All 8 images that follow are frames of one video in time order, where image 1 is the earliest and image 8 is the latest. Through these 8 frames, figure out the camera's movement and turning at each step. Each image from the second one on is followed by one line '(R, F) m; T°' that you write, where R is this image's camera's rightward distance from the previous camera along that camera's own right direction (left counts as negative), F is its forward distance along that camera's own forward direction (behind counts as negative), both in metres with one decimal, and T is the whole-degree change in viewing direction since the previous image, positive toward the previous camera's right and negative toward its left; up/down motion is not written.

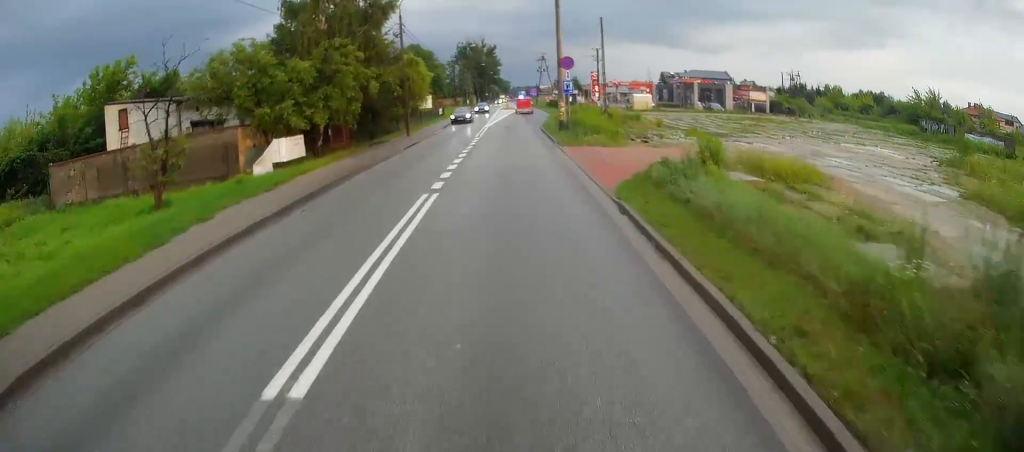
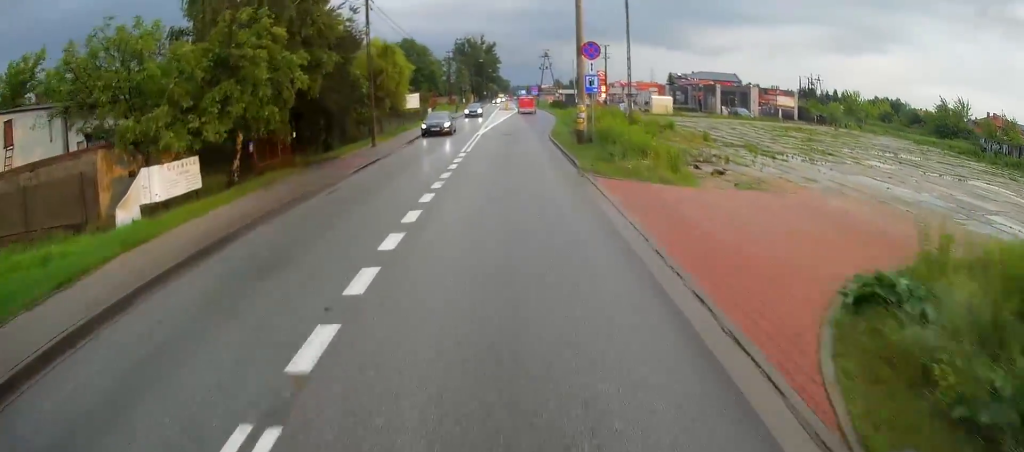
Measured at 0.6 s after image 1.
(0.0, +10.2) m; 0°
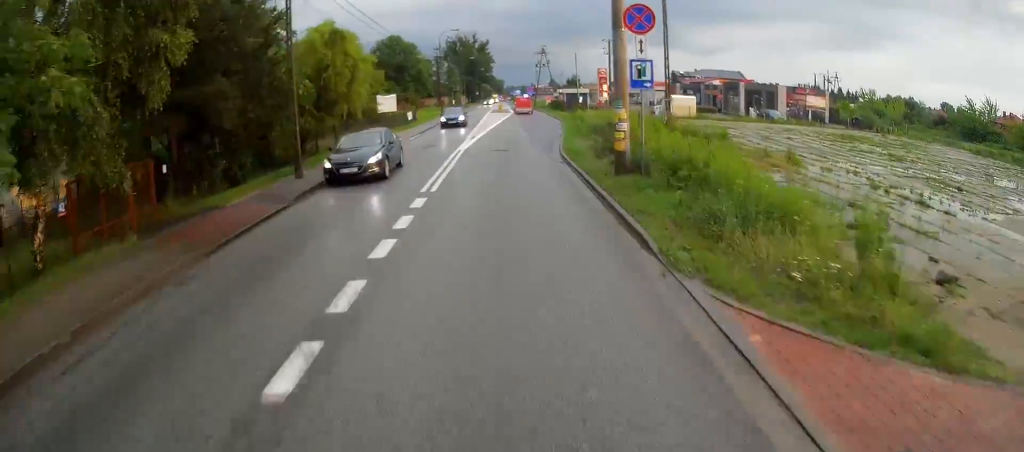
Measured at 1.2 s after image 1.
(0.0, +10.6) m; 0°
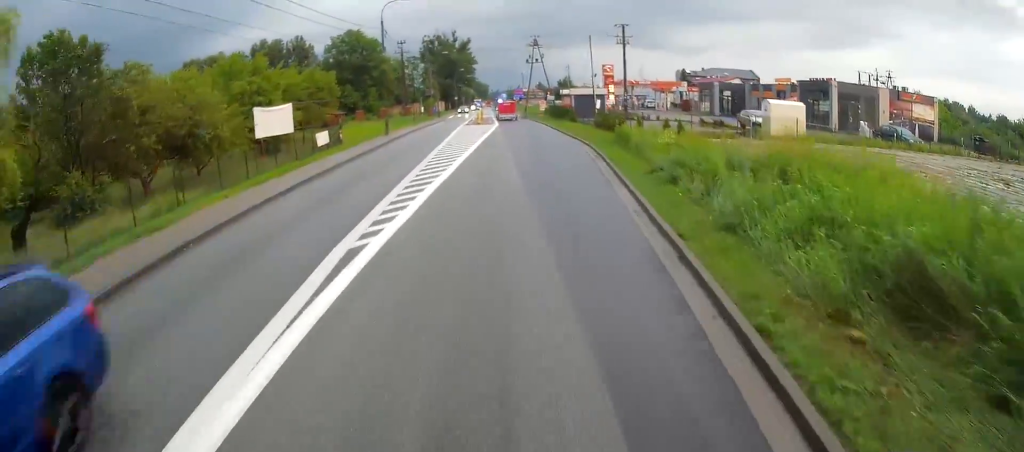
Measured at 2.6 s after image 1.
(+0.1, +24.3) m; +1°
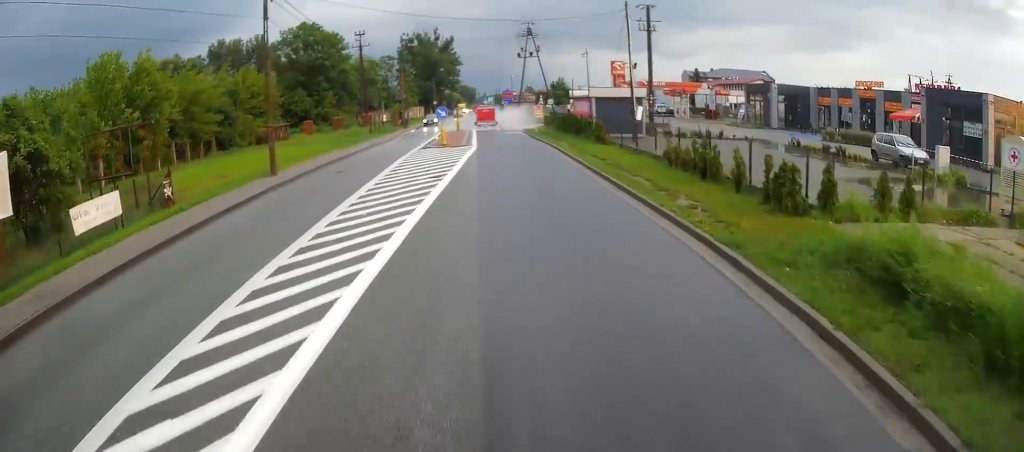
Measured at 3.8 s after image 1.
(+0.2, +19.7) m; 0°
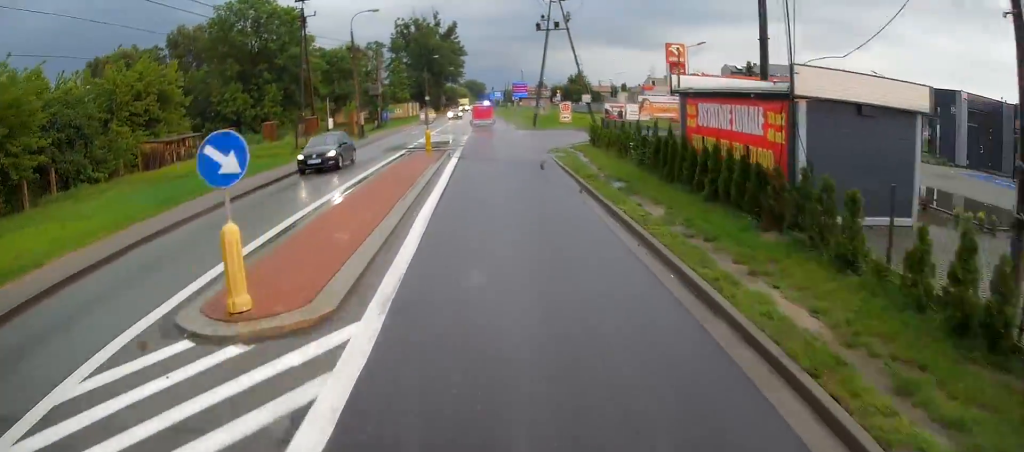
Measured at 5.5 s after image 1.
(-0.1, +24.9) m; 0°
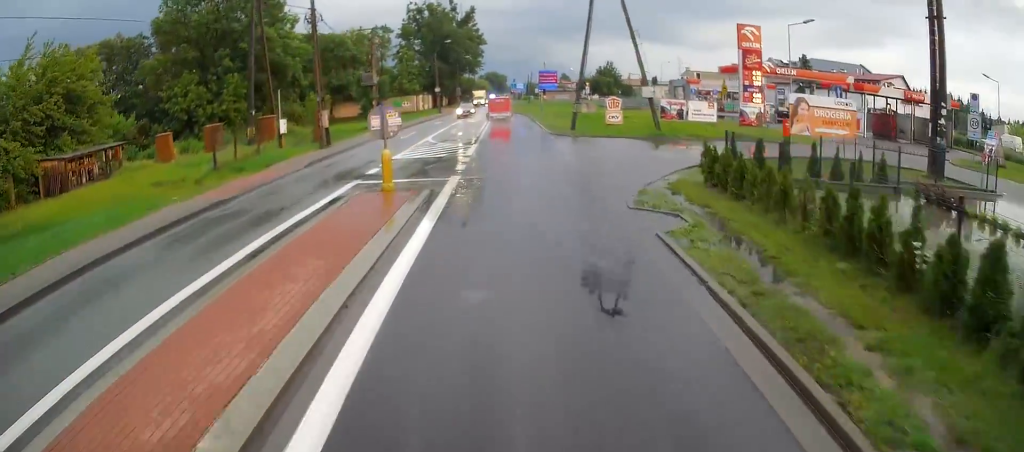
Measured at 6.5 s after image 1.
(+0.1, +14.1) m; -1°
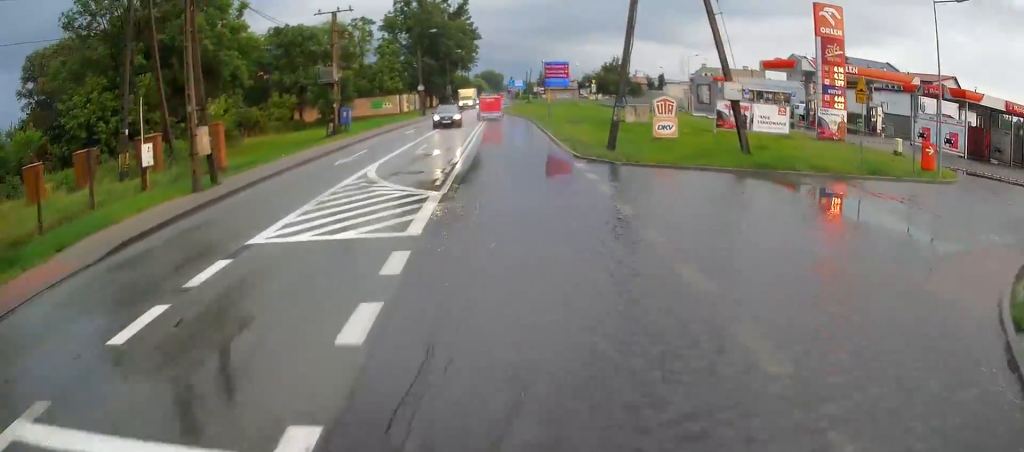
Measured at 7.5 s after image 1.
(-0.2, +12.7) m; -1°
